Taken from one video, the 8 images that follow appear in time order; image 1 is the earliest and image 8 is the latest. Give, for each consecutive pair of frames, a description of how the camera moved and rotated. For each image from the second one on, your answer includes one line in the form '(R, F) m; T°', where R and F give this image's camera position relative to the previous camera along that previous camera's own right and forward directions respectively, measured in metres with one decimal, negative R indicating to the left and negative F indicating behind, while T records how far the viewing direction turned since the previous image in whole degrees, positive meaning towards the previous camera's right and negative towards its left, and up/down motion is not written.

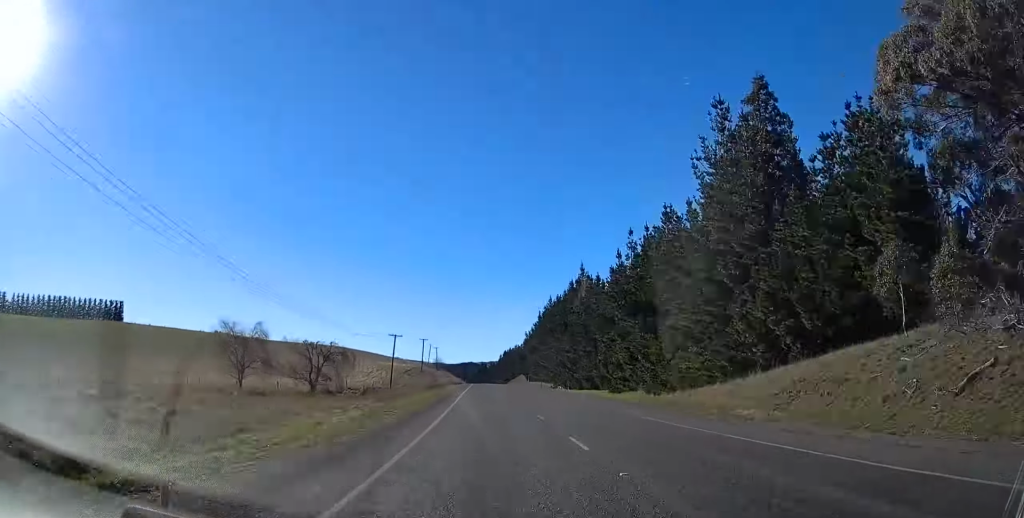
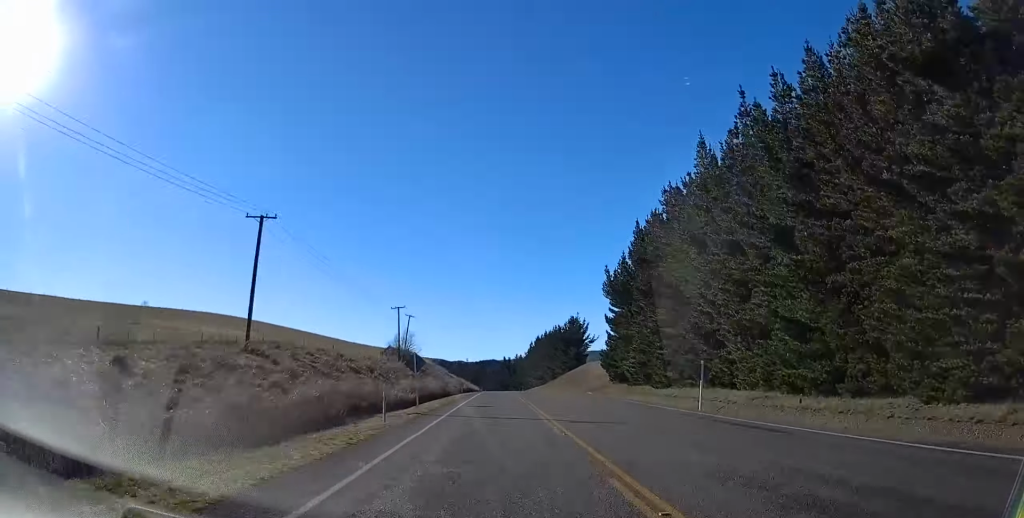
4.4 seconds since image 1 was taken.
(-1.1, +122.7) m; -1°
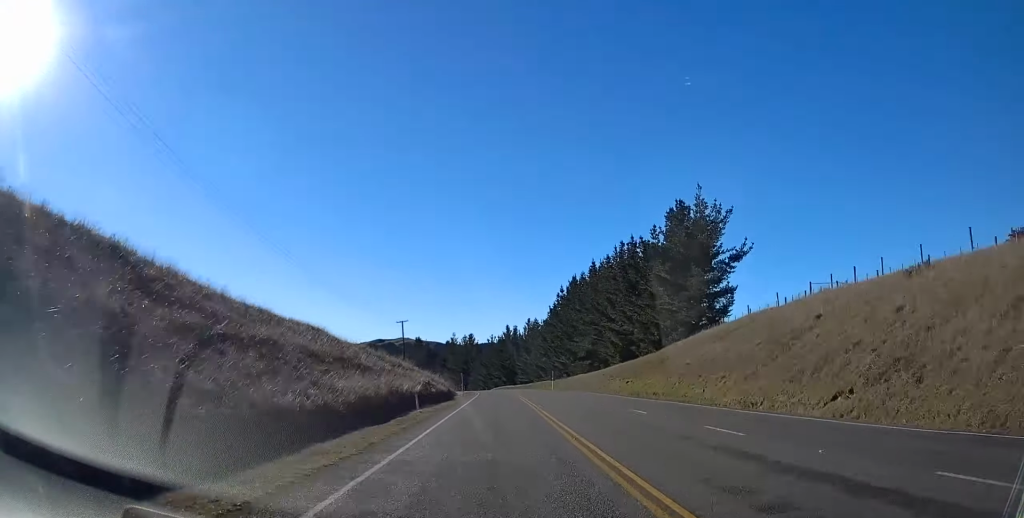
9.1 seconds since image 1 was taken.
(-2.7, +140.6) m; -3°
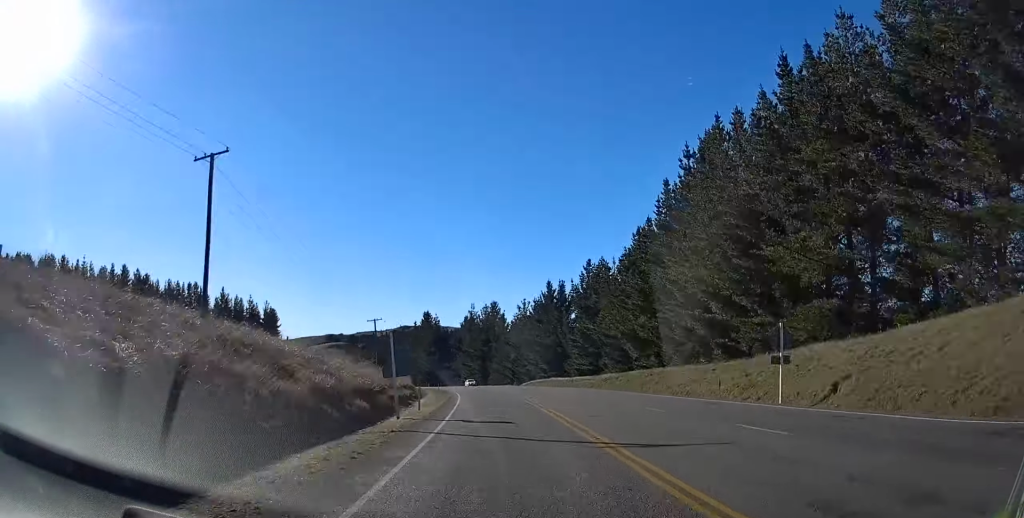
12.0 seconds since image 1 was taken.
(-0.5, +73.9) m; -4°
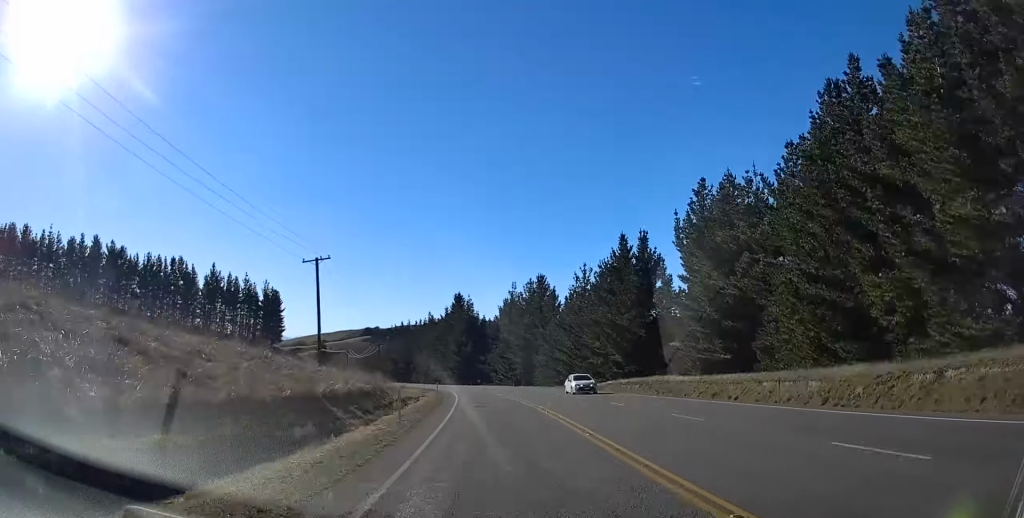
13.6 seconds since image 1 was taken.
(-2.0, +43.3) m; -3°
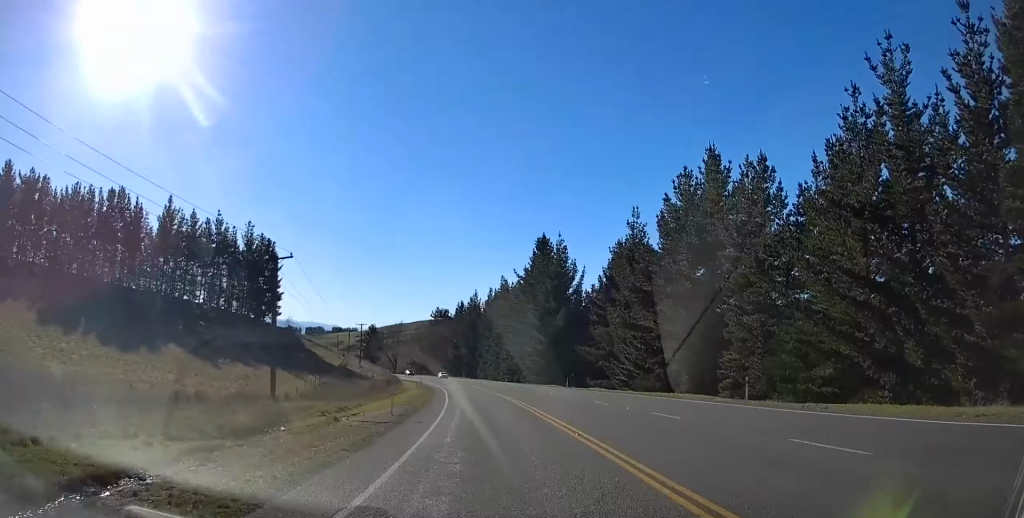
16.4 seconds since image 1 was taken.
(-1.4, +77.2) m; -7°
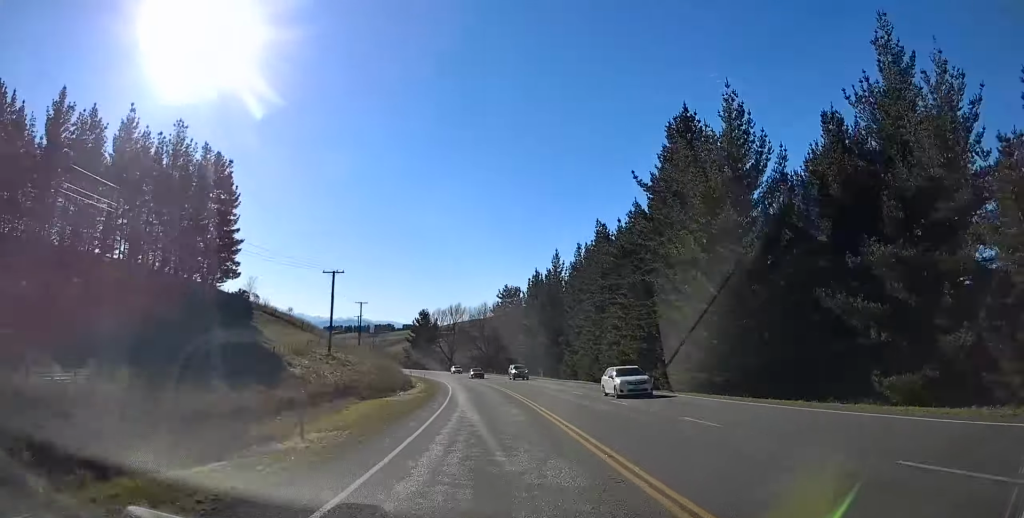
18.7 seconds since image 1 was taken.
(-5.8, +62.8) m; -7°
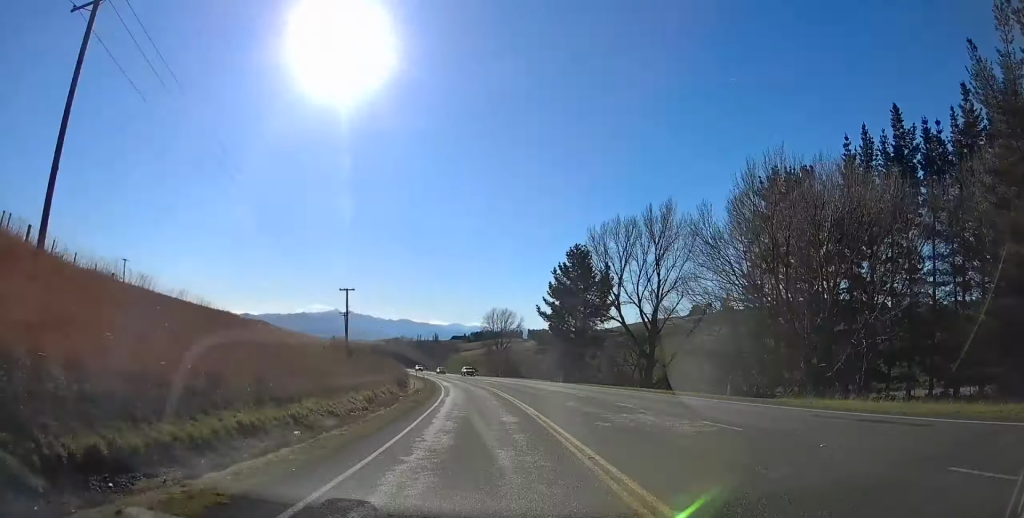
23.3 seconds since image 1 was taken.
(-15.0, +128.4) m; -13°
